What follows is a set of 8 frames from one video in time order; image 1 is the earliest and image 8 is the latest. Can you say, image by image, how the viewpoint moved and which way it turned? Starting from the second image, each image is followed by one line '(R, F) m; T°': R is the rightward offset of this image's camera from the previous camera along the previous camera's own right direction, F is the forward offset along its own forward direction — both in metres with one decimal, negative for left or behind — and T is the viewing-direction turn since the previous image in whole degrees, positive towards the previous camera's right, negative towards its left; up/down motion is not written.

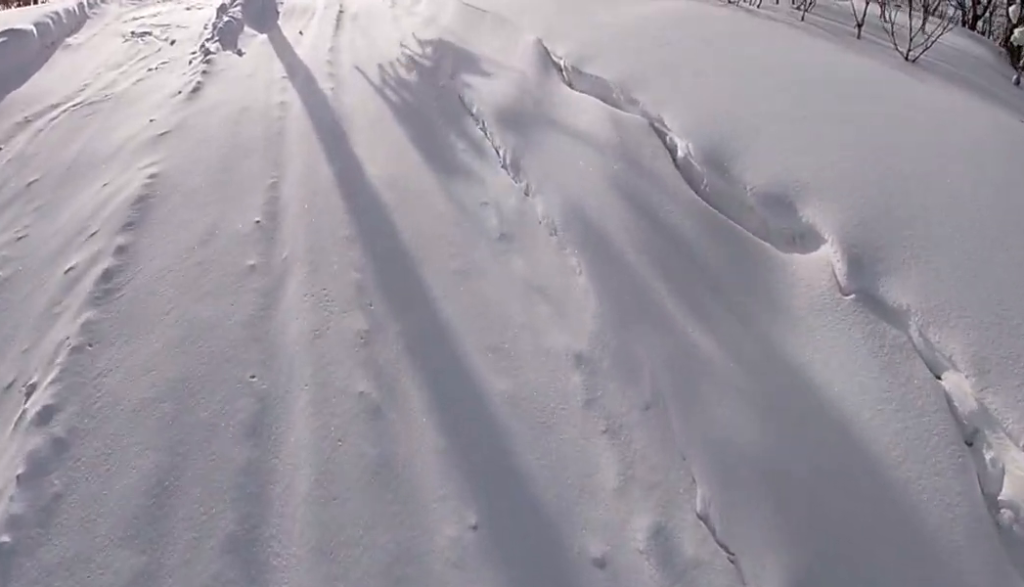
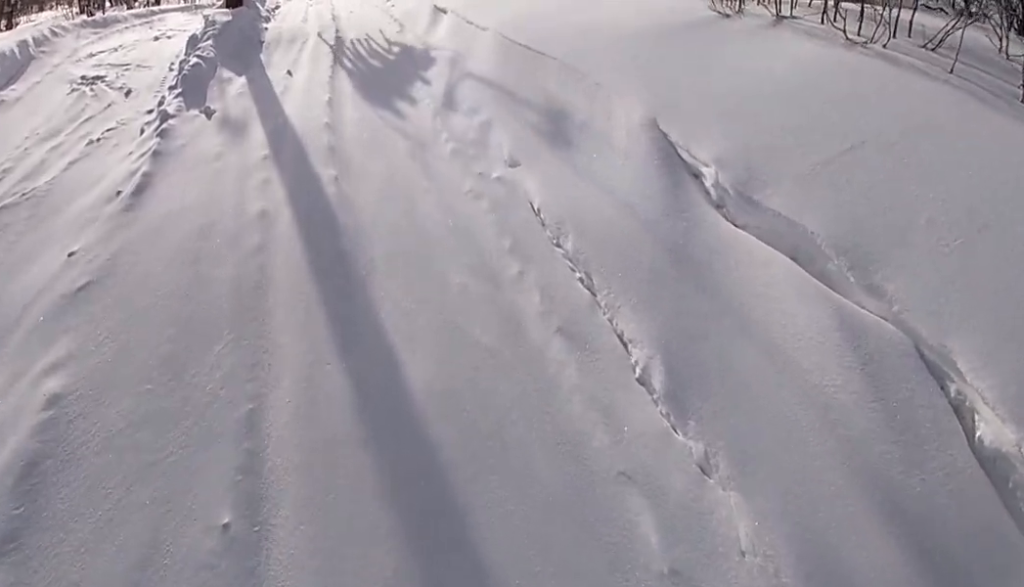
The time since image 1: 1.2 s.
(-0.1, +4.3) m; -15°
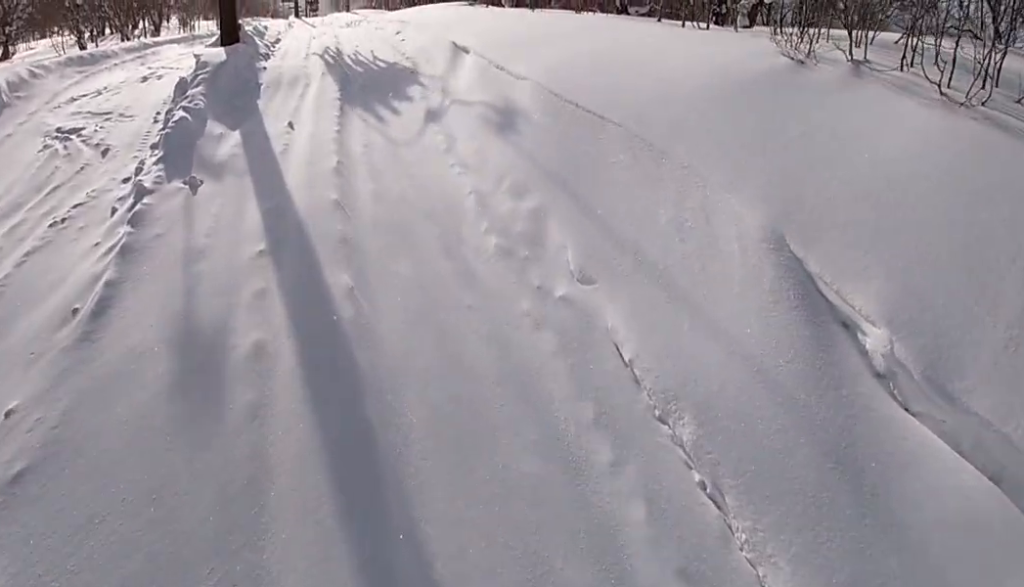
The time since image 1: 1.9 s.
(-0.5, +2.5) m; -9°
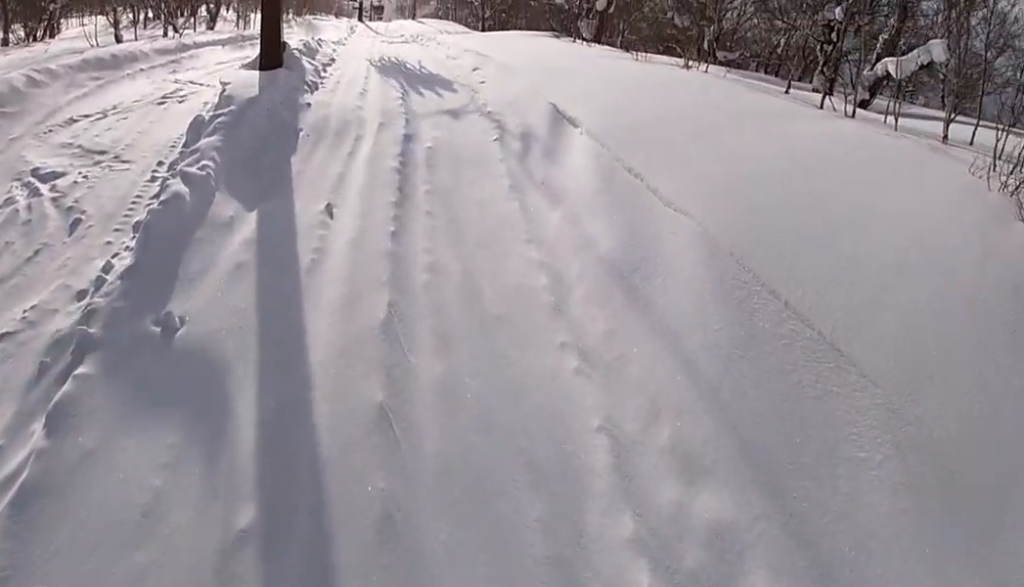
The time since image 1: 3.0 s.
(+0.4, +4.7) m; +9°
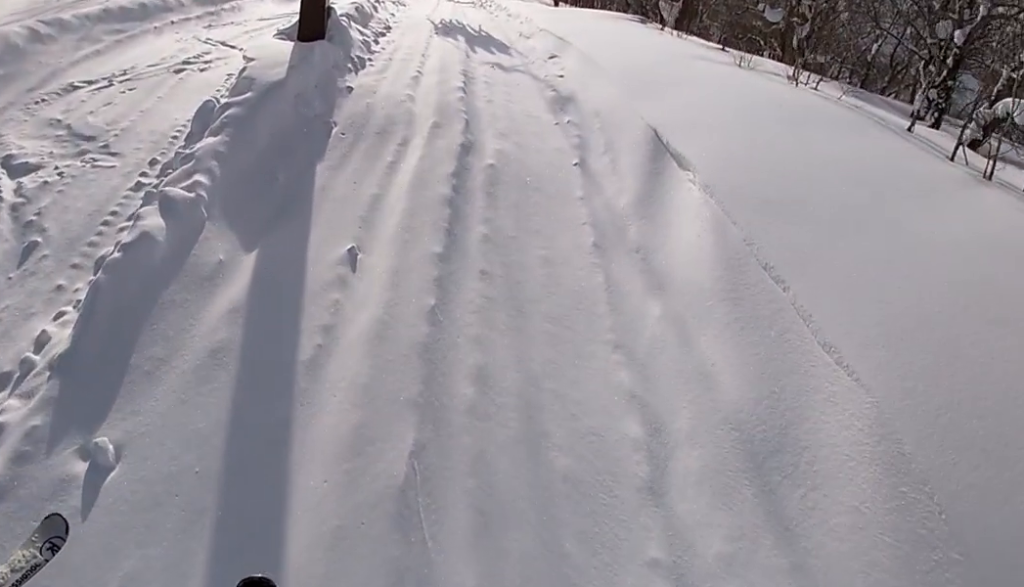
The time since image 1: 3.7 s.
(+0.4, +3.1) m; -1°
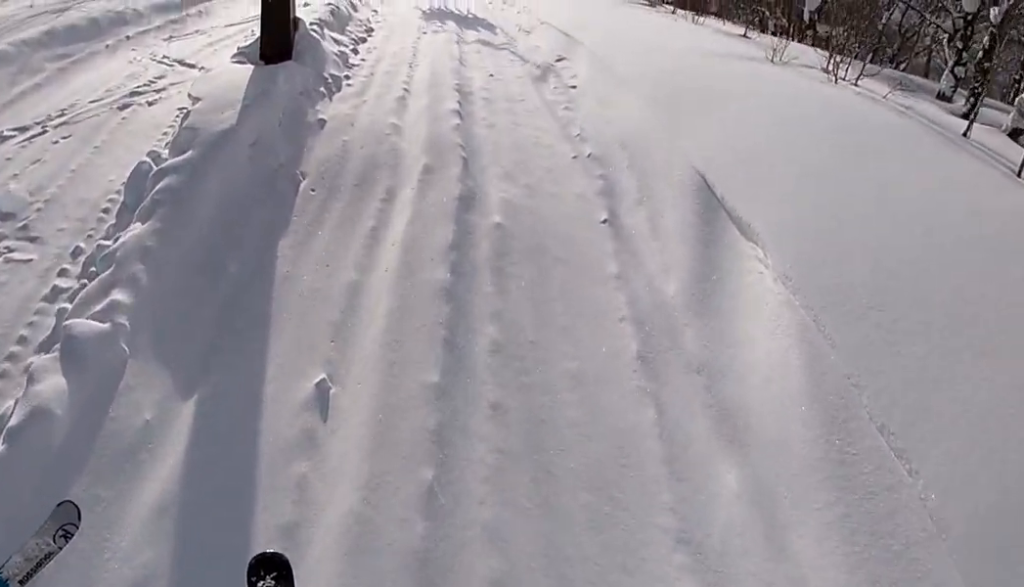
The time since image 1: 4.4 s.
(-0.4, +2.6) m; -5°
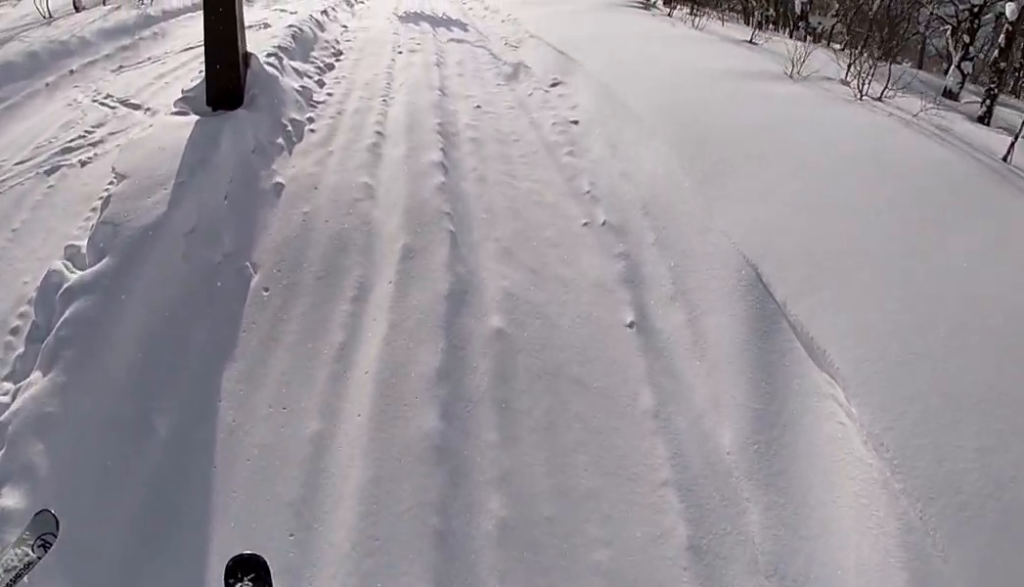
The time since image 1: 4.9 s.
(-0.2, +2.3) m; -2°
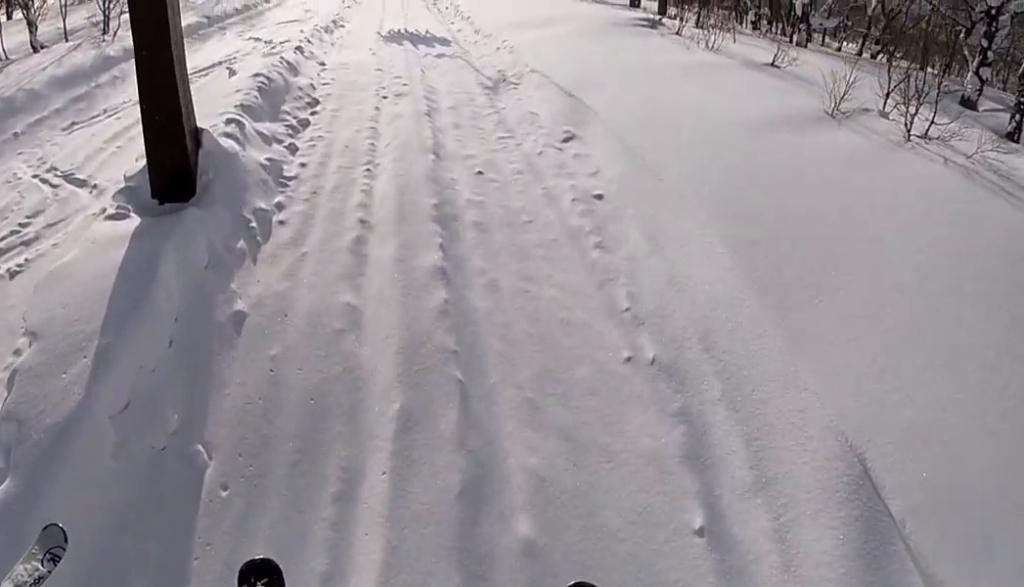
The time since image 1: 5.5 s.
(0.0, +2.5) m; +5°
